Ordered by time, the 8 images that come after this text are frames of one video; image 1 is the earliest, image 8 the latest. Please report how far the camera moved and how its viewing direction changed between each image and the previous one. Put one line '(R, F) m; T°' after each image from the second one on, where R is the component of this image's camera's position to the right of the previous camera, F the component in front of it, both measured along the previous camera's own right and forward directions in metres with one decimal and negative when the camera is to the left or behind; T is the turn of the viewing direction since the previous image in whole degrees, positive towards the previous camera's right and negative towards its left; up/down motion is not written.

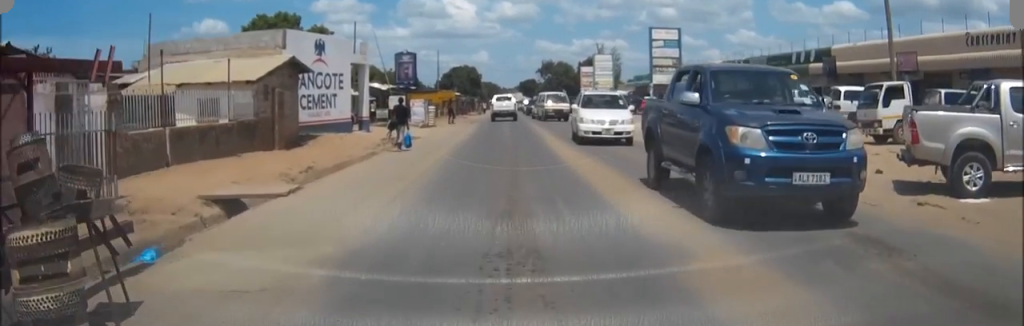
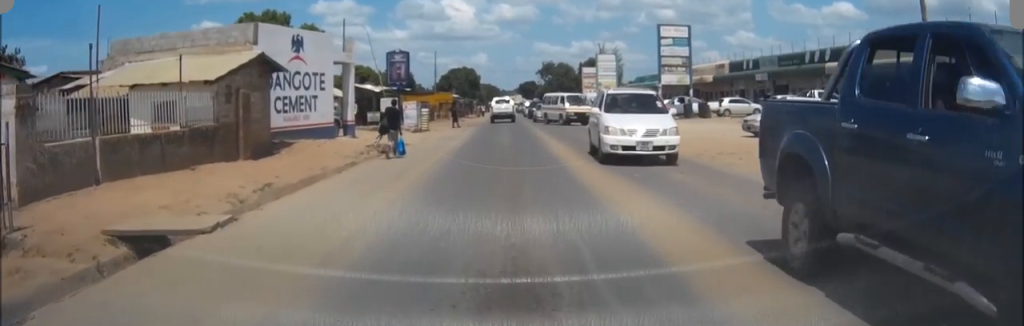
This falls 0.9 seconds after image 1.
(0.0, +3.6) m; 0°
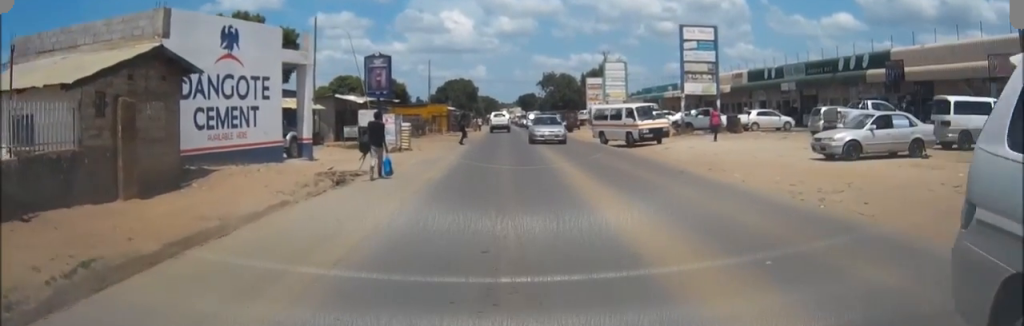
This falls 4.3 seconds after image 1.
(0.0, +7.7) m; -2°
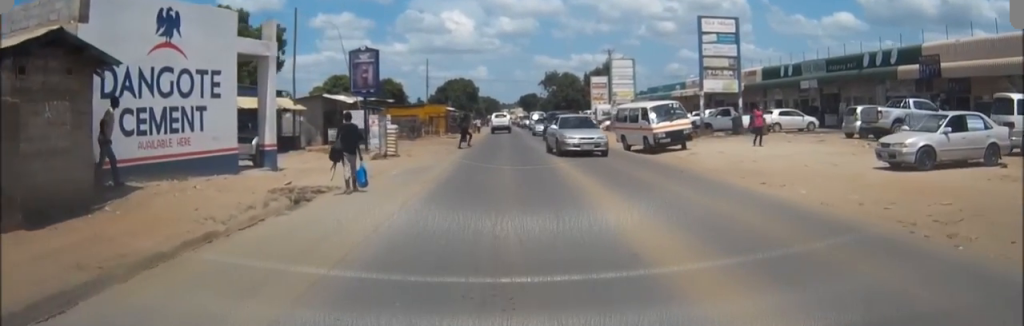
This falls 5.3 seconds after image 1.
(0.0, +3.9) m; 0°
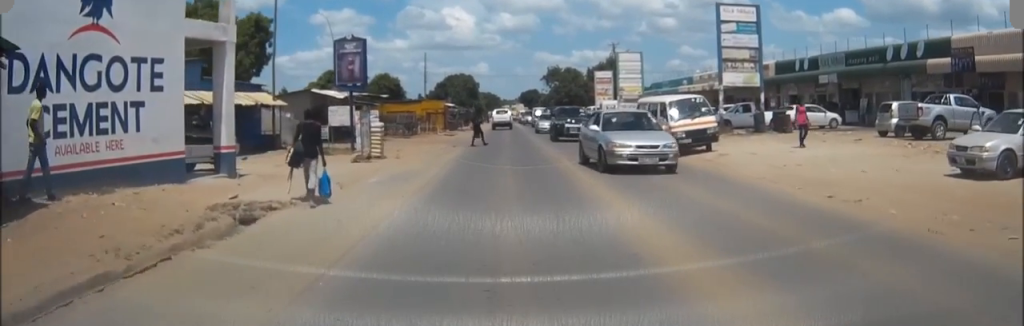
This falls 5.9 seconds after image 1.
(0.0, +3.2) m; +1°
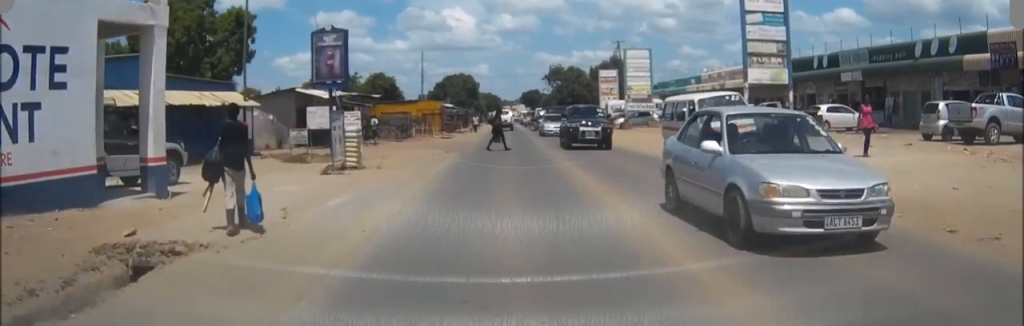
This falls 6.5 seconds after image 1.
(+0.1, +4.0) m; -1°
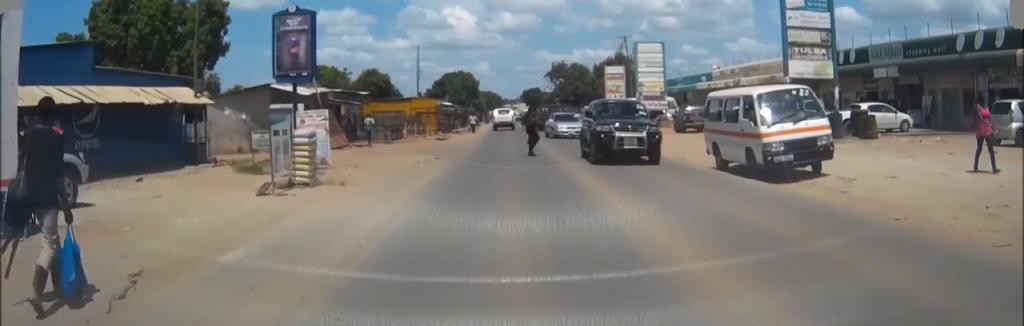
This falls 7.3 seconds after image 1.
(0.0, +4.9) m; -1°
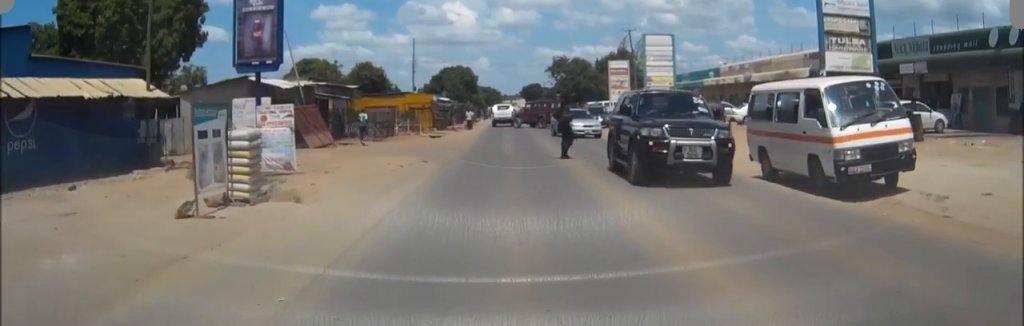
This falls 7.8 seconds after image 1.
(-0.1, +3.5) m; 0°
